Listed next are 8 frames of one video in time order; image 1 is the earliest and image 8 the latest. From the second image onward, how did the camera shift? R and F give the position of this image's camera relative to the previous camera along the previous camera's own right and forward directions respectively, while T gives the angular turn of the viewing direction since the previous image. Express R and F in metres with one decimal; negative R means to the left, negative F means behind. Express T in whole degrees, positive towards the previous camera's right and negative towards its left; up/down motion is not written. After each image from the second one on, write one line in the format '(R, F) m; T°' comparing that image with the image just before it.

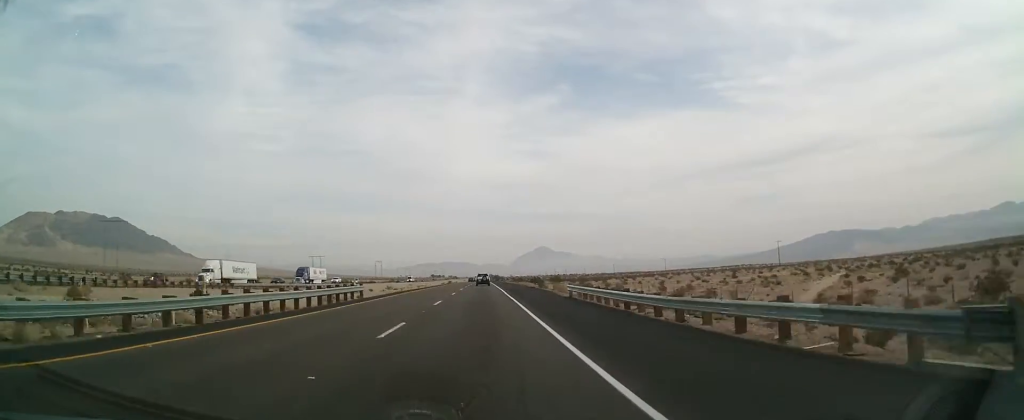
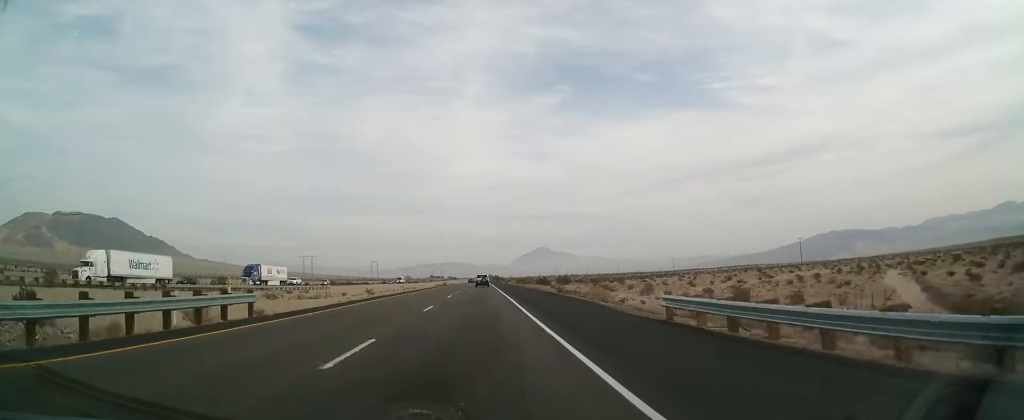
(0.0, +18.8) m; 0°
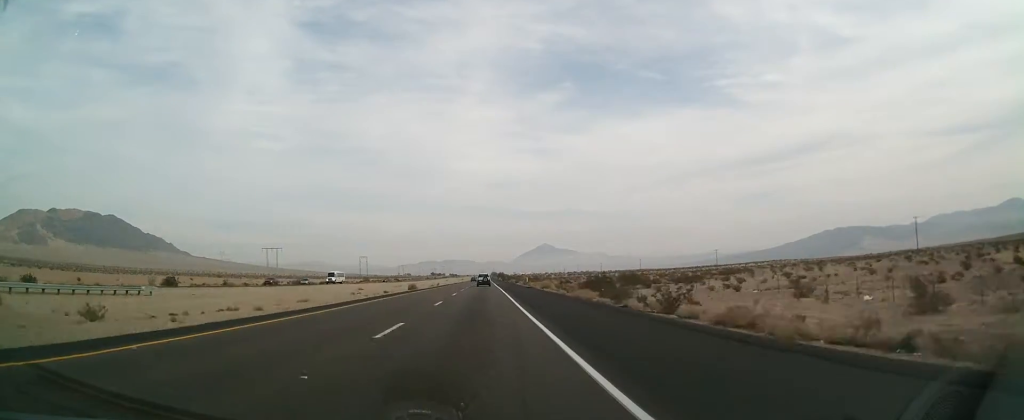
(+0.3, +68.1) m; 0°
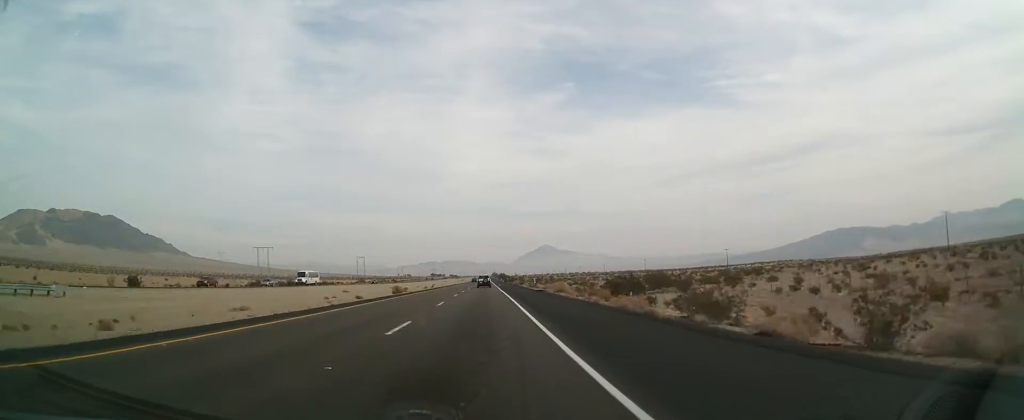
(0.0, +13.5) m; 0°
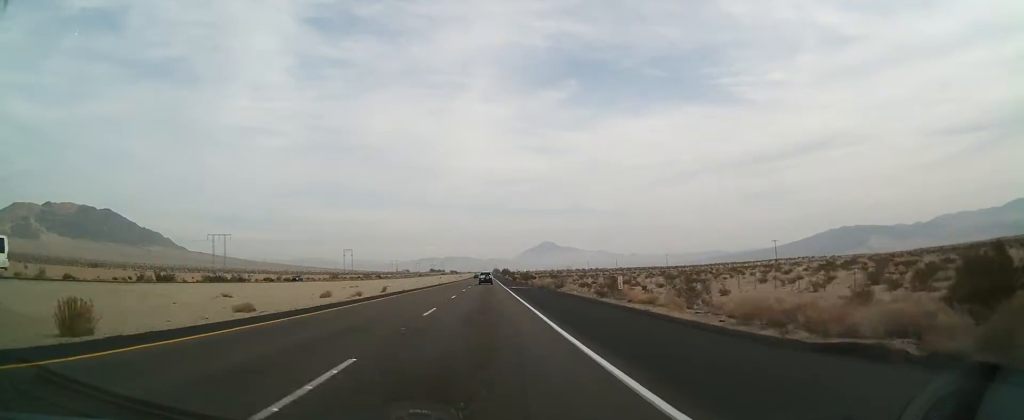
(-0.6, +51.9) m; 0°
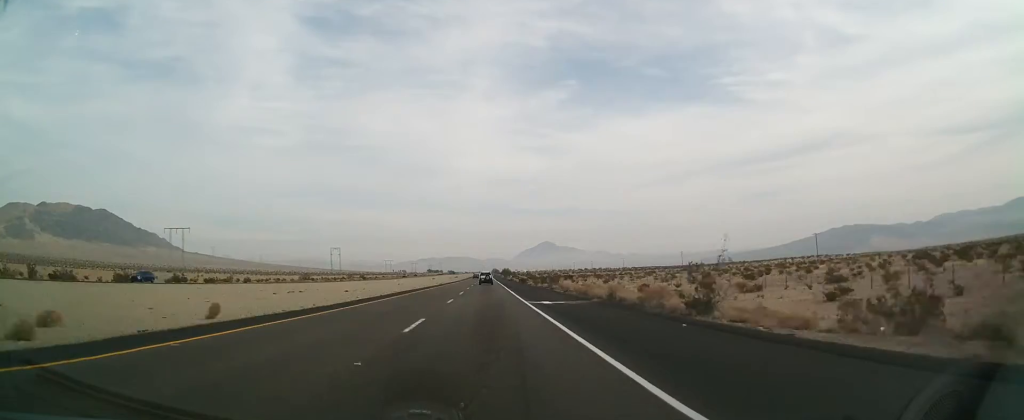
(+0.4, +35.1) m; 0°
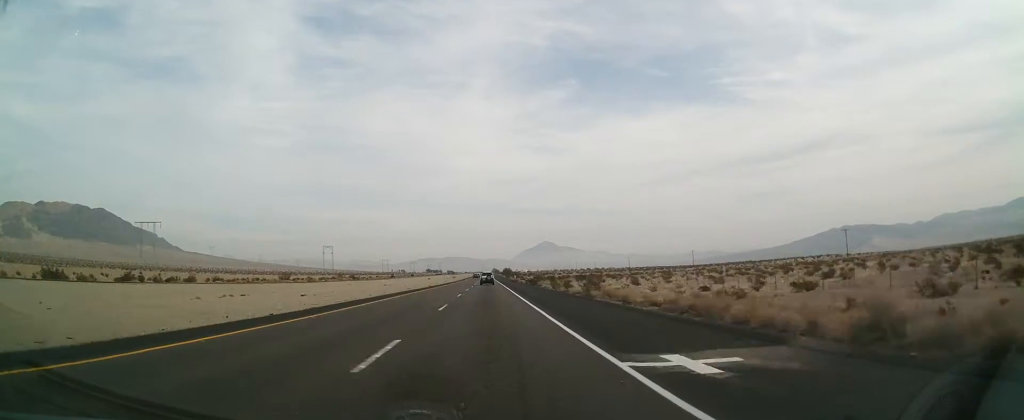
(-0.3, +20.4) m; 0°
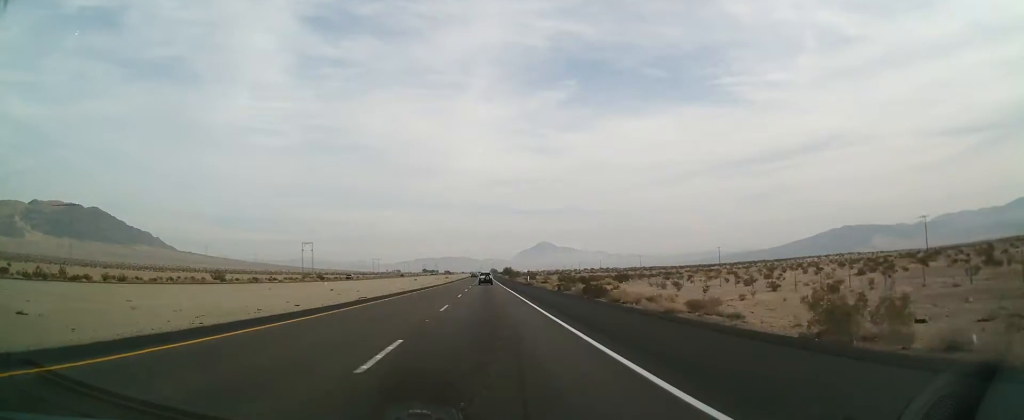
(+0.2, +43.9) m; +1°
